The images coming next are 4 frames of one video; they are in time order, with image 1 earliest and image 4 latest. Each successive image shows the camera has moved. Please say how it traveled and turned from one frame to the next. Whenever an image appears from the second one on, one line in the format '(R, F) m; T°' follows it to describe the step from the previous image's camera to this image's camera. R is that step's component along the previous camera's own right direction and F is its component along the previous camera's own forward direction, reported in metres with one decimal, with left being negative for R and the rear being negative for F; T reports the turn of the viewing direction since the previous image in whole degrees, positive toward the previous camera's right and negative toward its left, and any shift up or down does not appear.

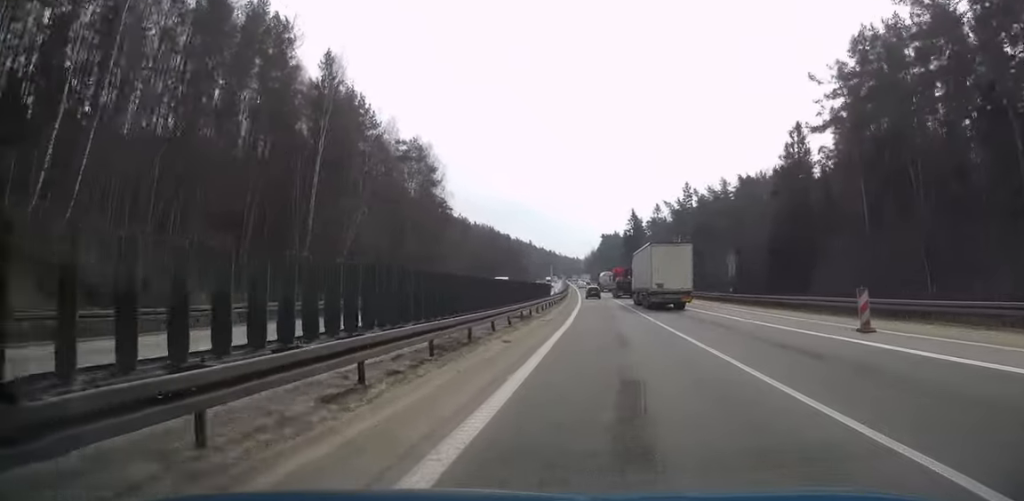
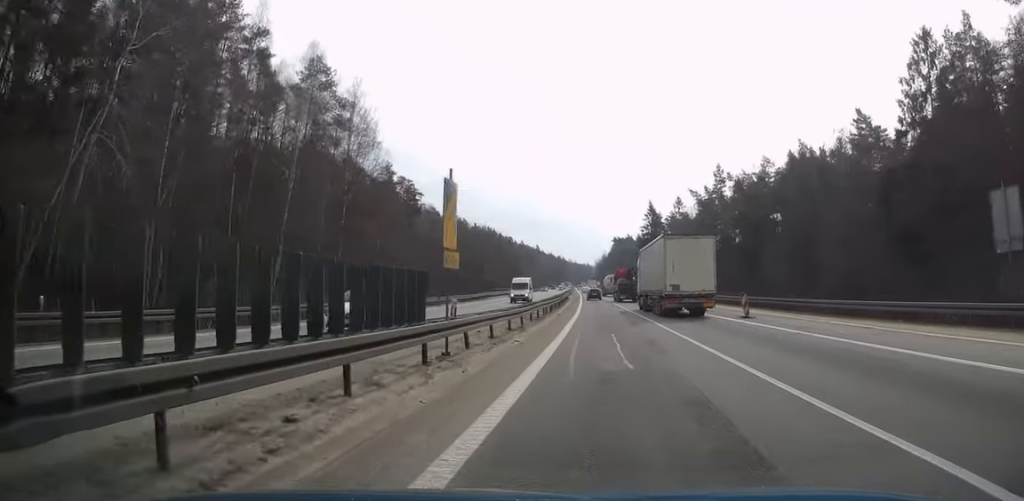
(-0.4, +36.5) m; -1°
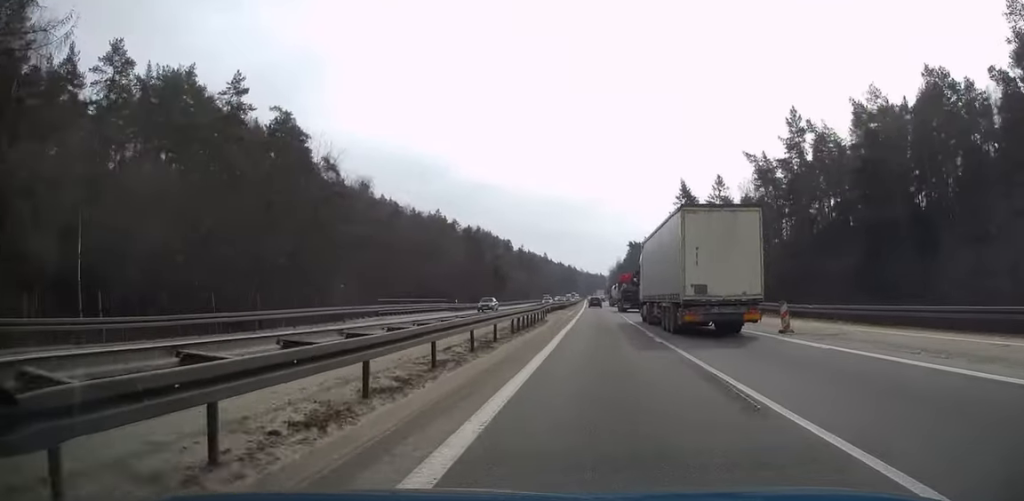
(-0.5, +55.2) m; -1°
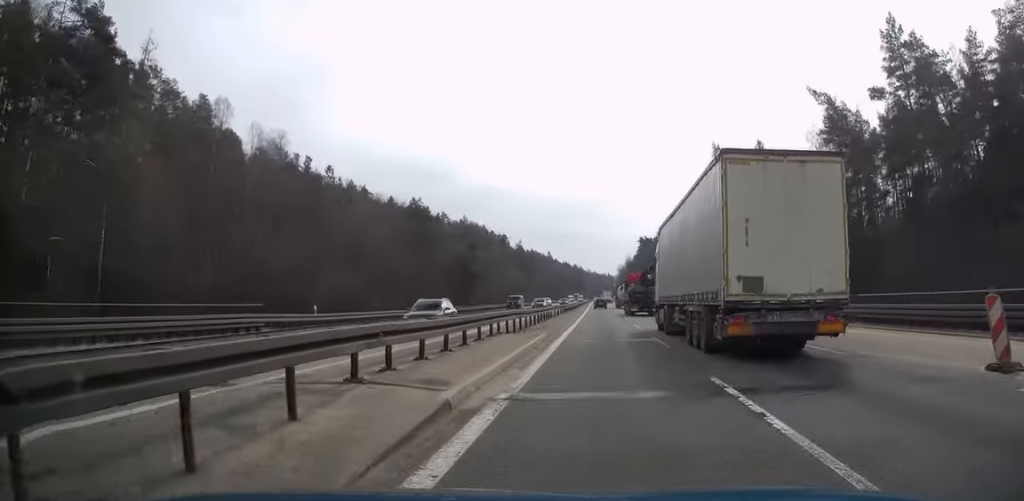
(-0.1, +36.3) m; 0°
